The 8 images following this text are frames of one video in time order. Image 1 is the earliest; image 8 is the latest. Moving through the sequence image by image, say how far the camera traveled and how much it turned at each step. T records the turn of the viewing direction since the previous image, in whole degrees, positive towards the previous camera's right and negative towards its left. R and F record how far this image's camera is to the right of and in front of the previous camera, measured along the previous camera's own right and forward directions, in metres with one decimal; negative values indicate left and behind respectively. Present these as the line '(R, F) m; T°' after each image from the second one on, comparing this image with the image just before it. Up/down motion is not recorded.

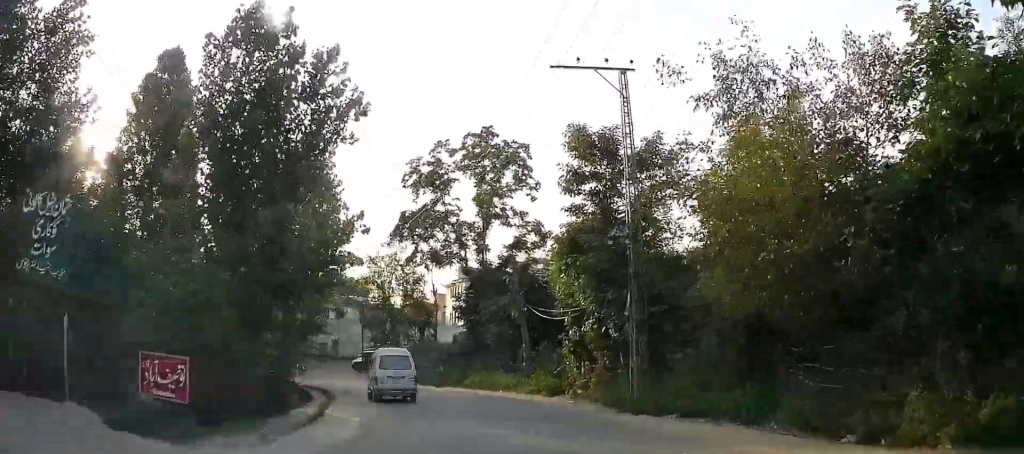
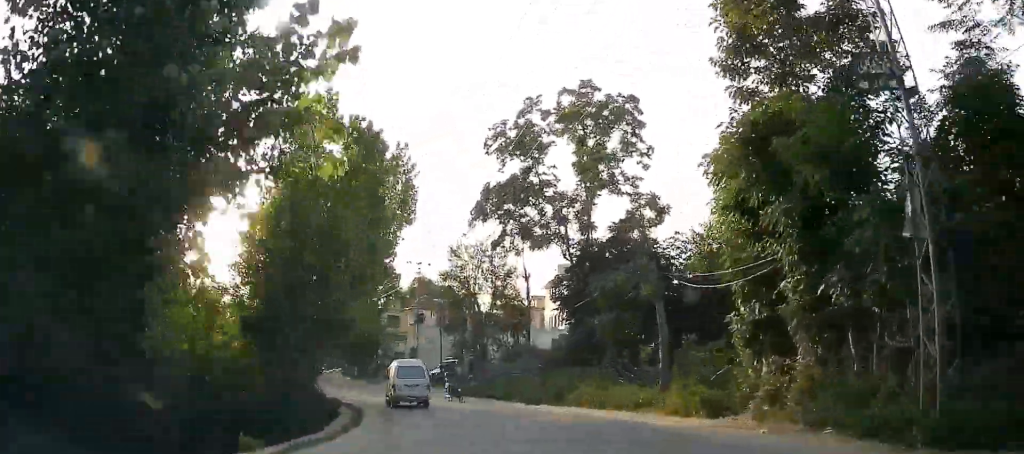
(-0.7, +8.9) m; -10°
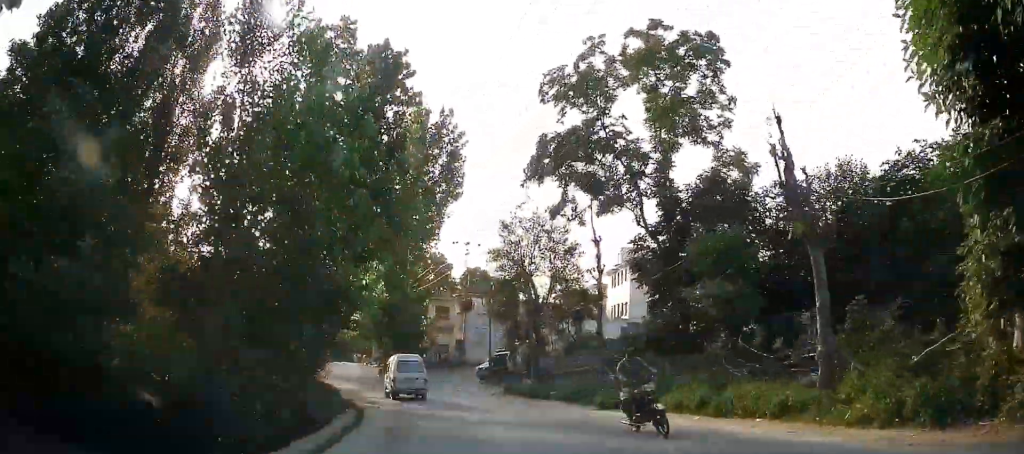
(-0.4, +6.3) m; -7°
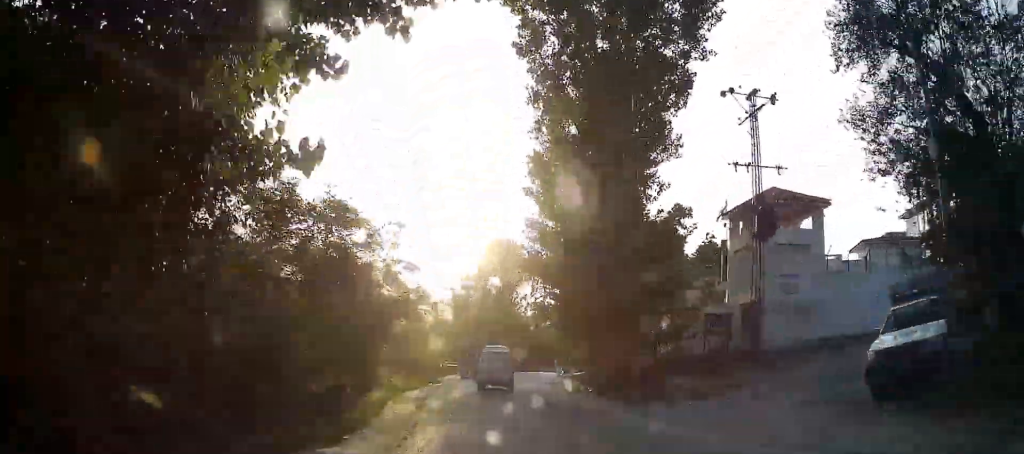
(-2.8, +23.6) m; -12°
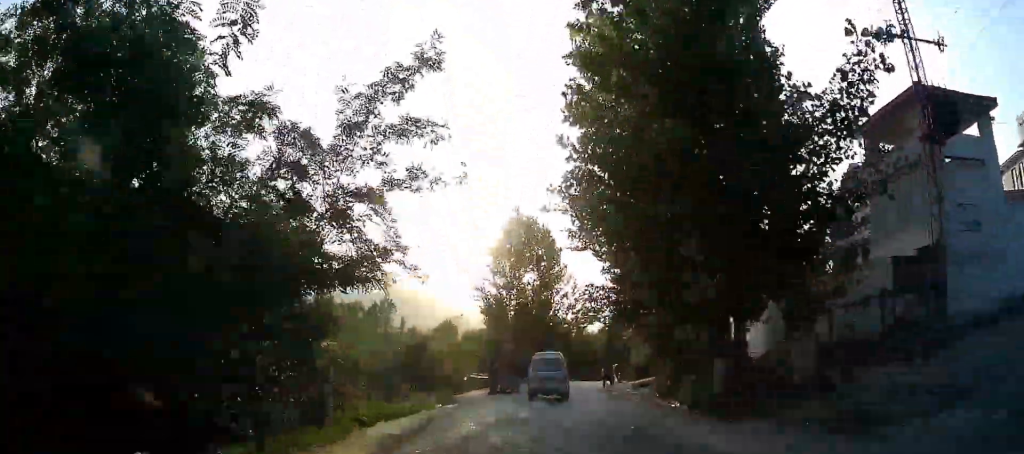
(-0.1, +7.6) m; -4°
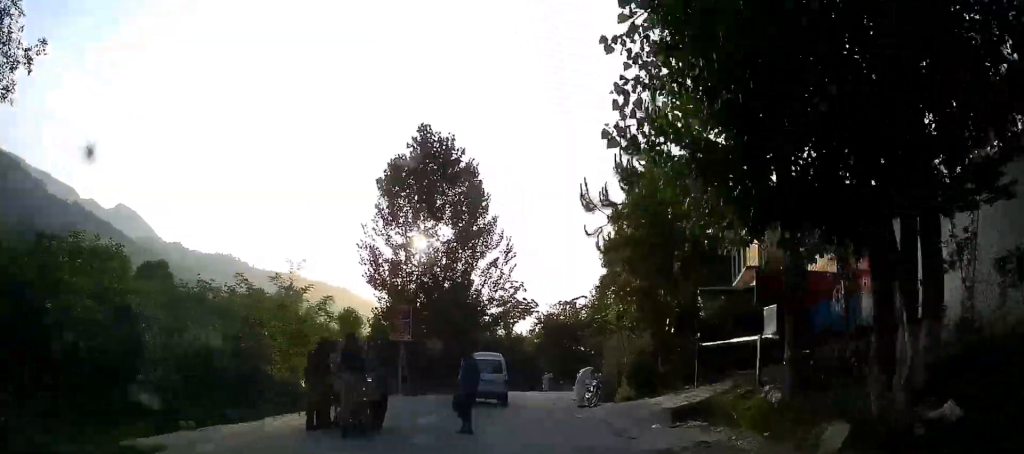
(-1.3, +17.0) m; -4°
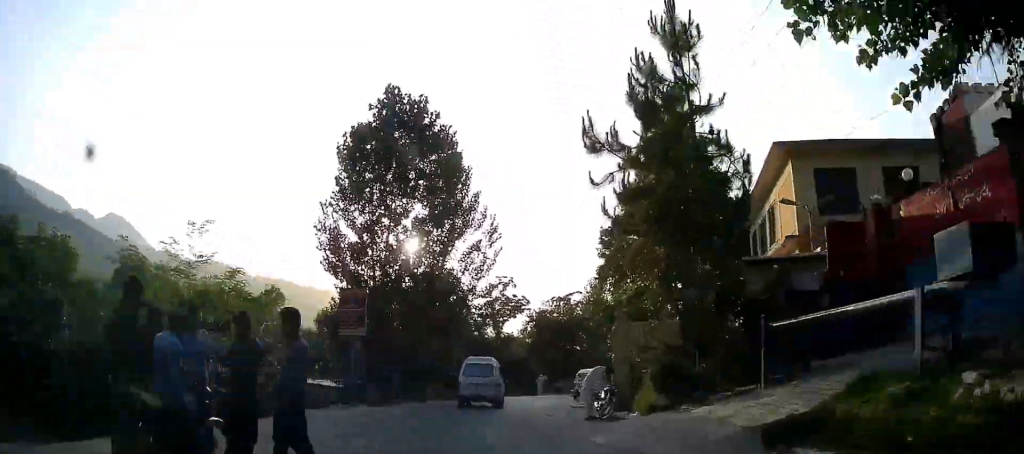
(-0.1, +6.0) m; +1°
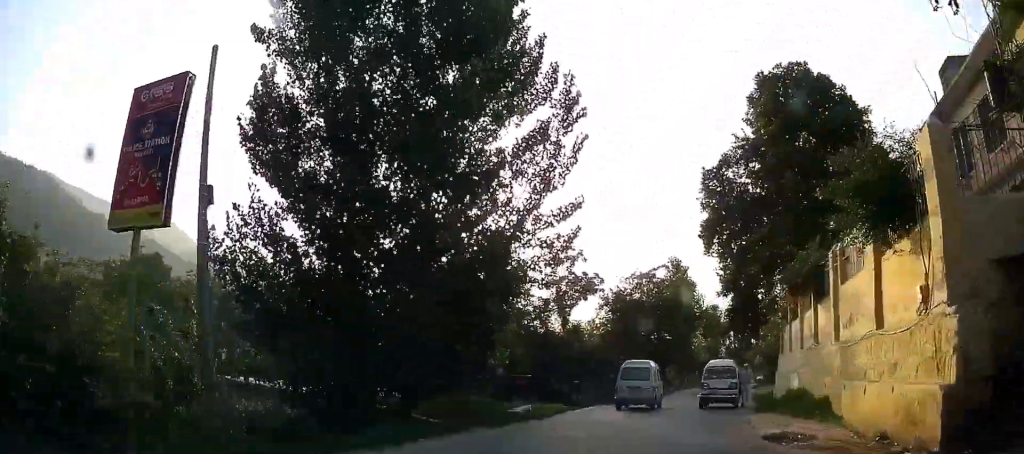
(+0.4, +13.9) m; +4°
